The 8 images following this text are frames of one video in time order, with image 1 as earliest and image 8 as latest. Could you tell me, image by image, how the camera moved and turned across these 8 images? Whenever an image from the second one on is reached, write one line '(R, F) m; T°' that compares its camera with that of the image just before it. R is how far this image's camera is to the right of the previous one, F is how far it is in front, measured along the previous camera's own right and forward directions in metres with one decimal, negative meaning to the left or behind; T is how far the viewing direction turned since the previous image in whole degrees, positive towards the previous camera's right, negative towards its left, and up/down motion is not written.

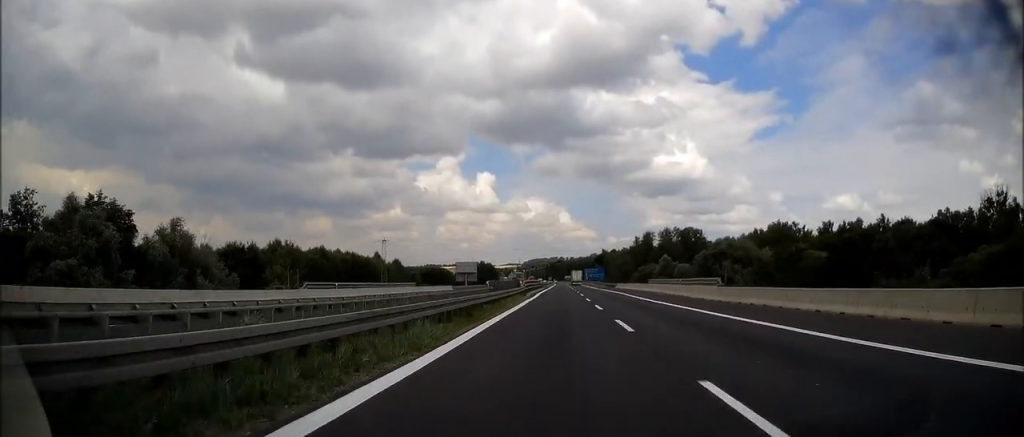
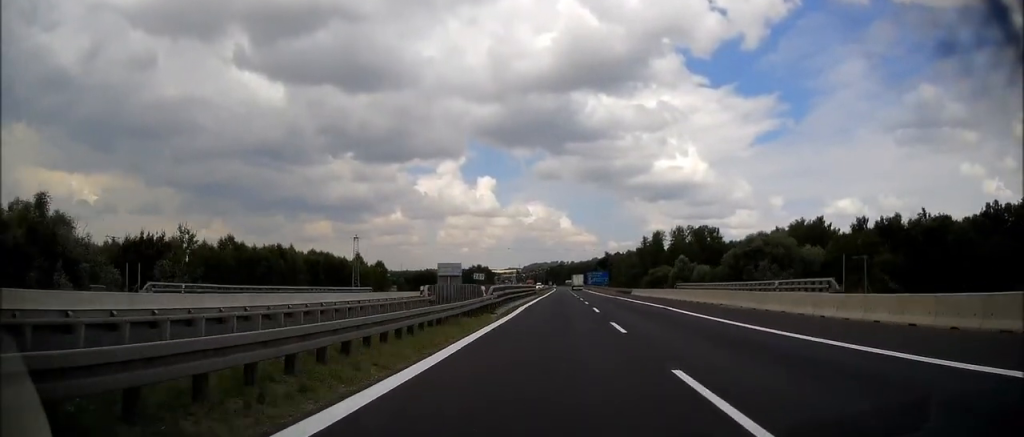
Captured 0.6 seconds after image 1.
(+0.1, +22.5) m; 0°
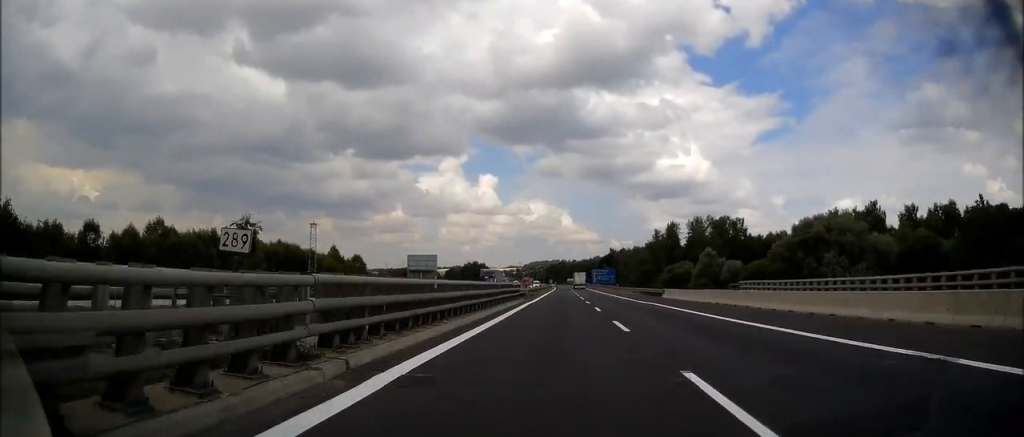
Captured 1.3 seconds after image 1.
(+0.1, +25.0) m; 0°
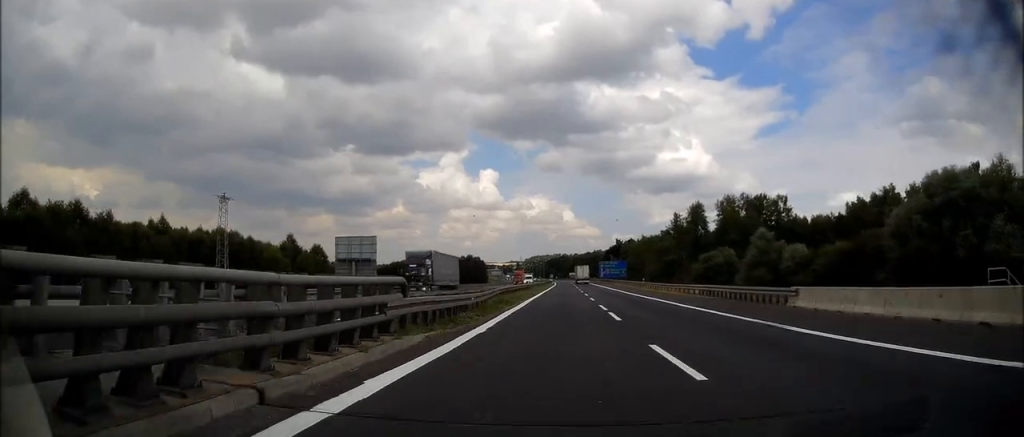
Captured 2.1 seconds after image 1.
(-0.2, +32.4) m; 0°
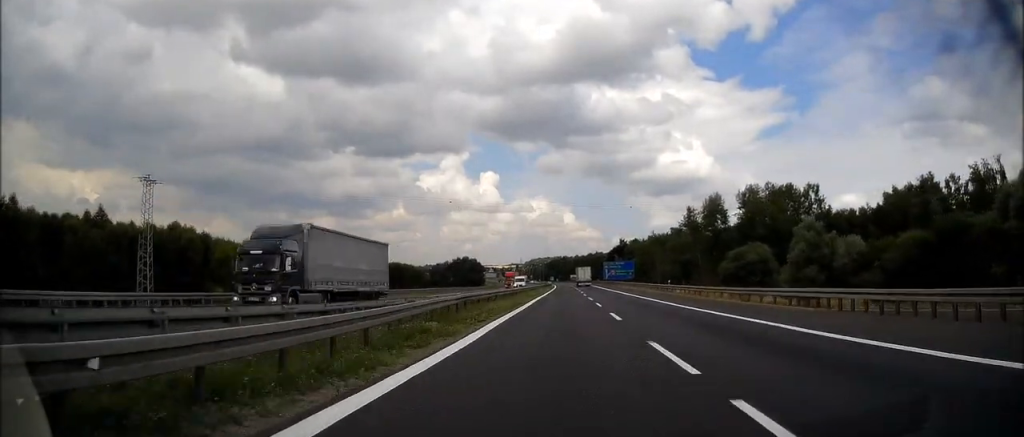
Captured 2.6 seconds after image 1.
(-0.1, +17.4) m; 0°
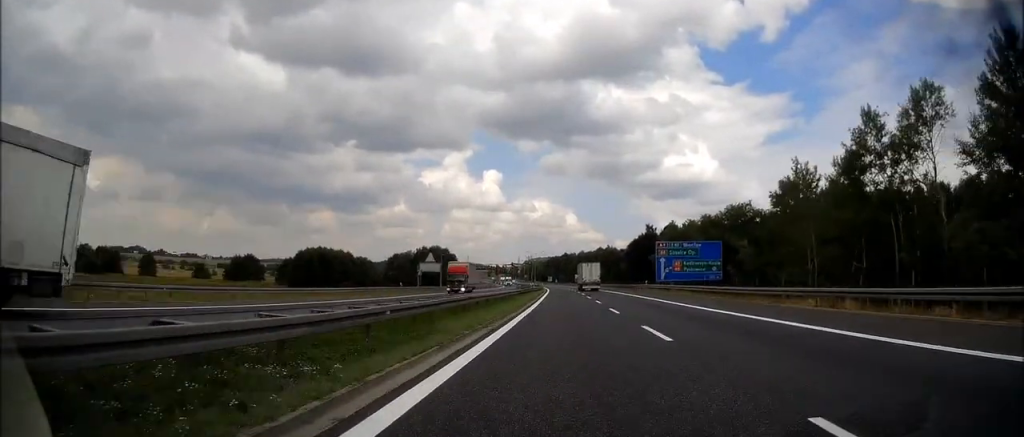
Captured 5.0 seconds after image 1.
(-0.2, +89.6) m; 0°
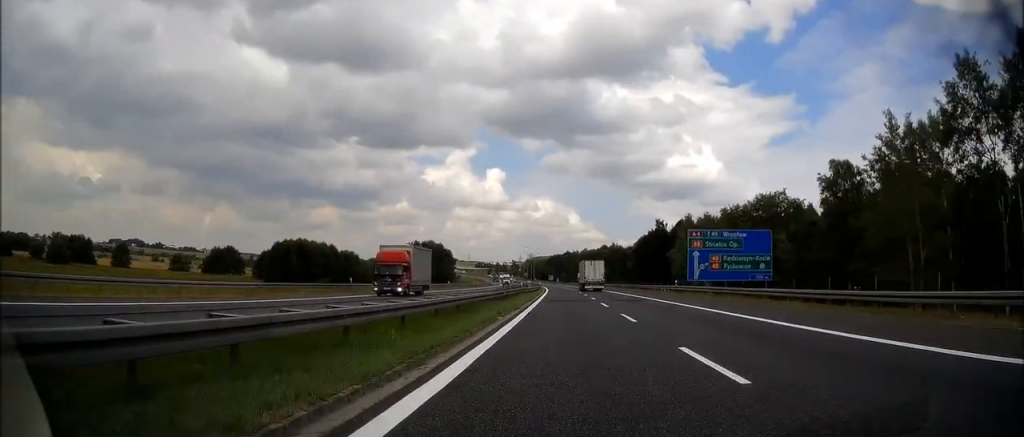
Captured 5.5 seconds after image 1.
(0.0, +17.4) m; 0°
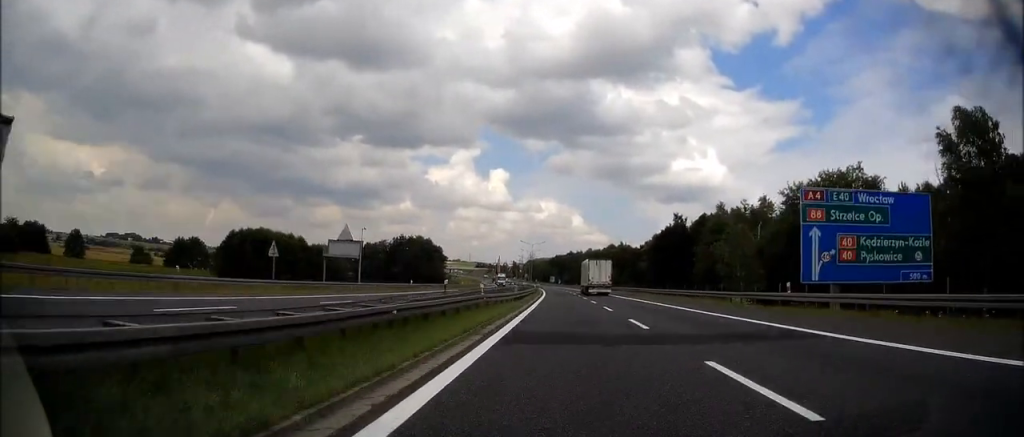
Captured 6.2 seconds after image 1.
(+0.1, +26.2) m; 0°
